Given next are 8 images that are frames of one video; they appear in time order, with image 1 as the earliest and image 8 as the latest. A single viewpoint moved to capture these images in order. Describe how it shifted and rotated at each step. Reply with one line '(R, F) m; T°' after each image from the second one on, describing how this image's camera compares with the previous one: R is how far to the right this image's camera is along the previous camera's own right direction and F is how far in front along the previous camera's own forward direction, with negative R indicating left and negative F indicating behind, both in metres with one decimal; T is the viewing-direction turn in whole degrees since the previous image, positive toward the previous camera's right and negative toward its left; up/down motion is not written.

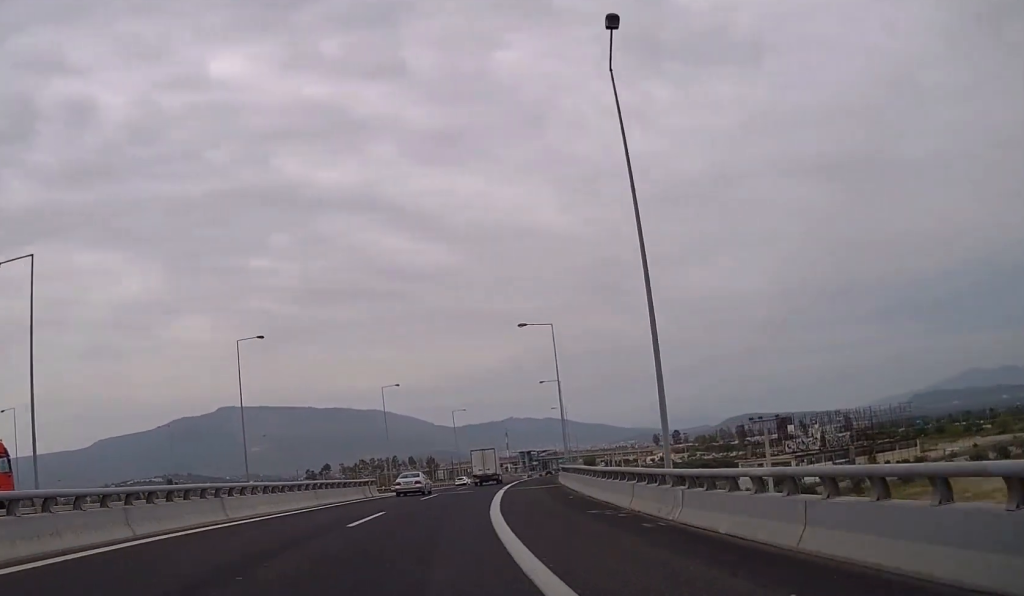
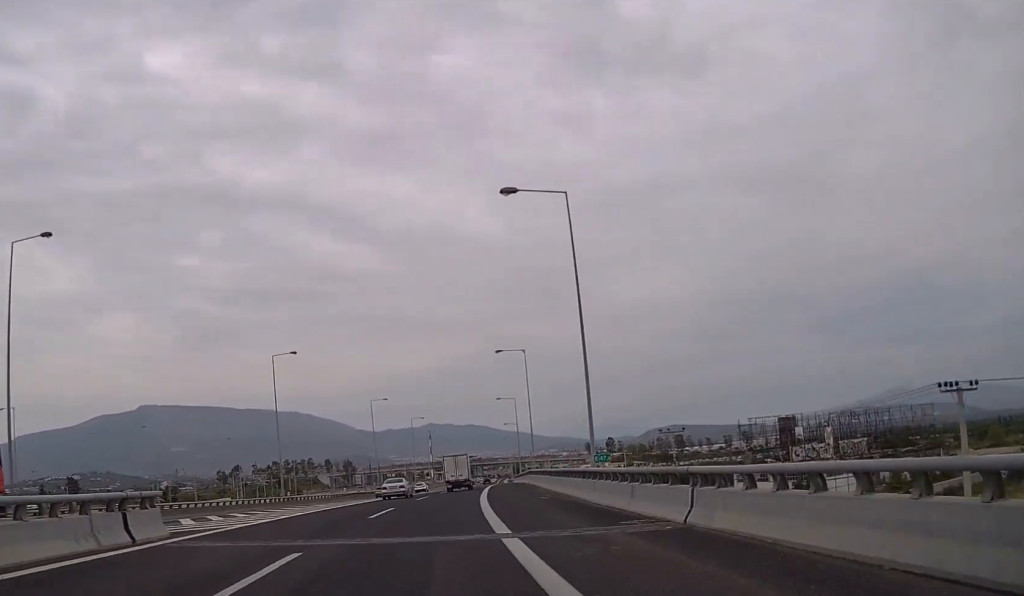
(+1.8, +30.0) m; +6°
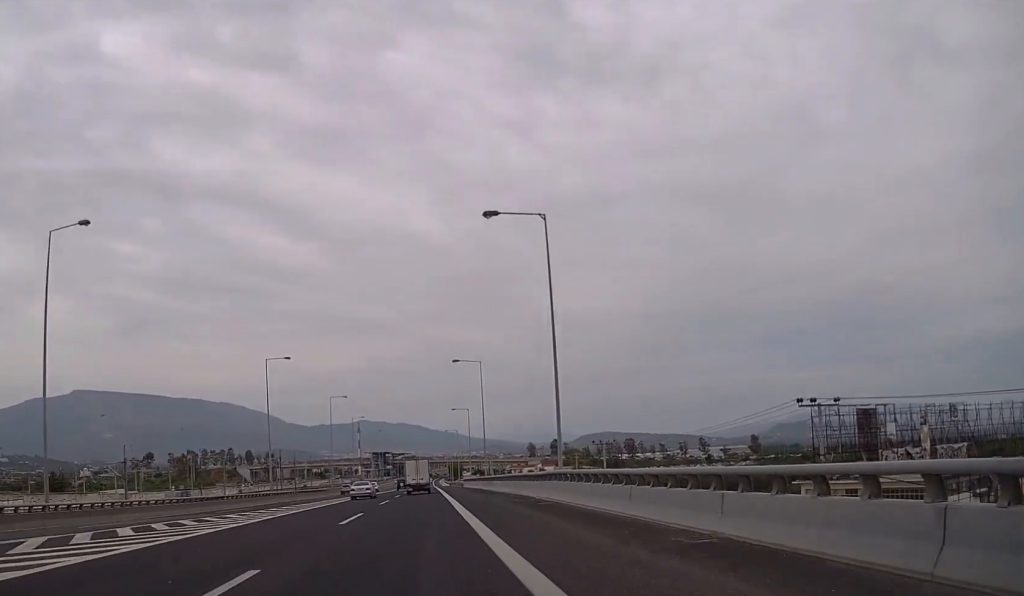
(+1.8, +37.6) m; +5°
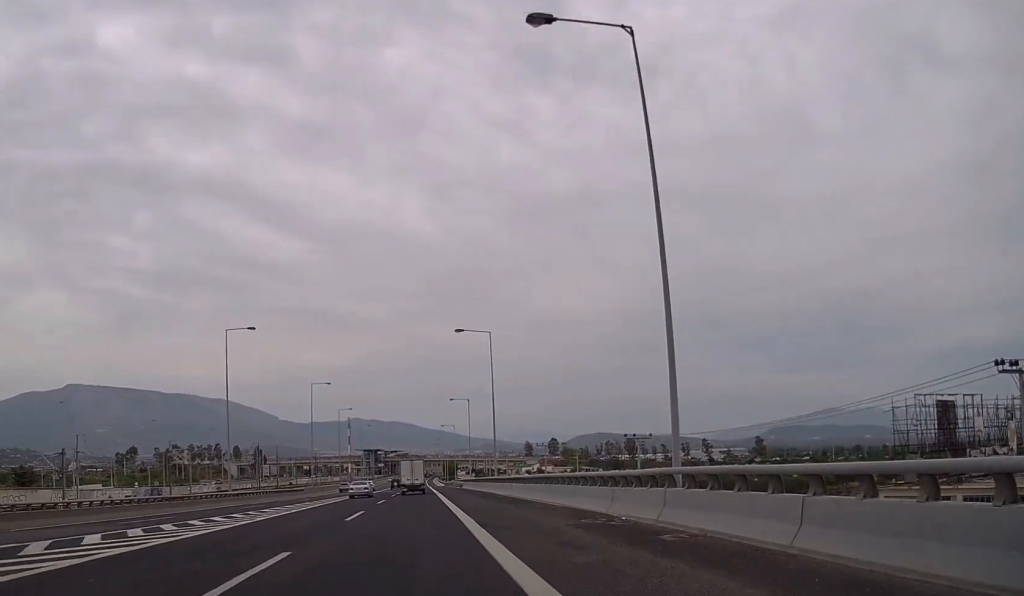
(+0.4, +15.0) m; +1°
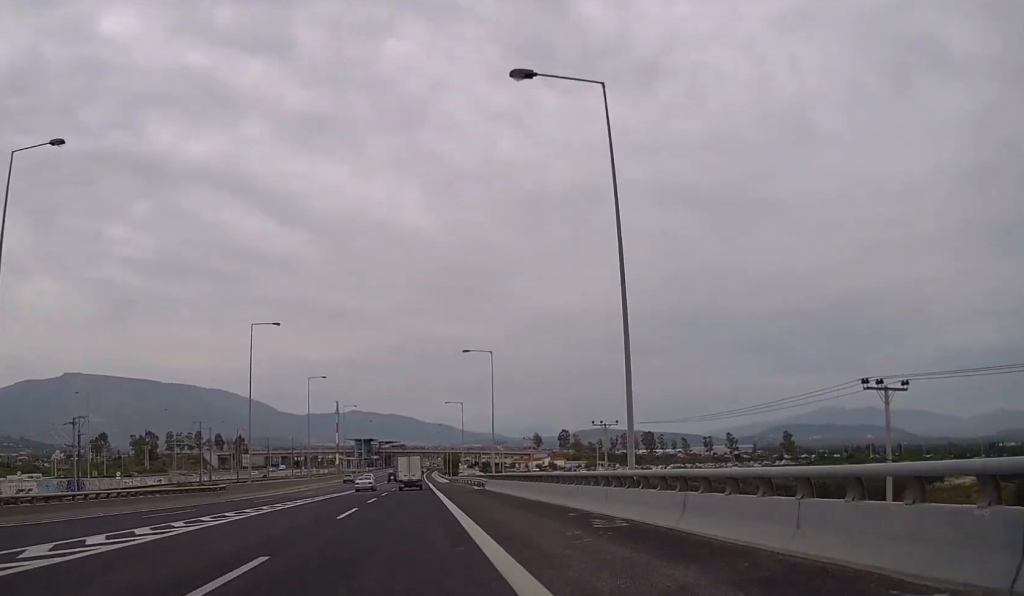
(+0.7, +37.4) m; +1°
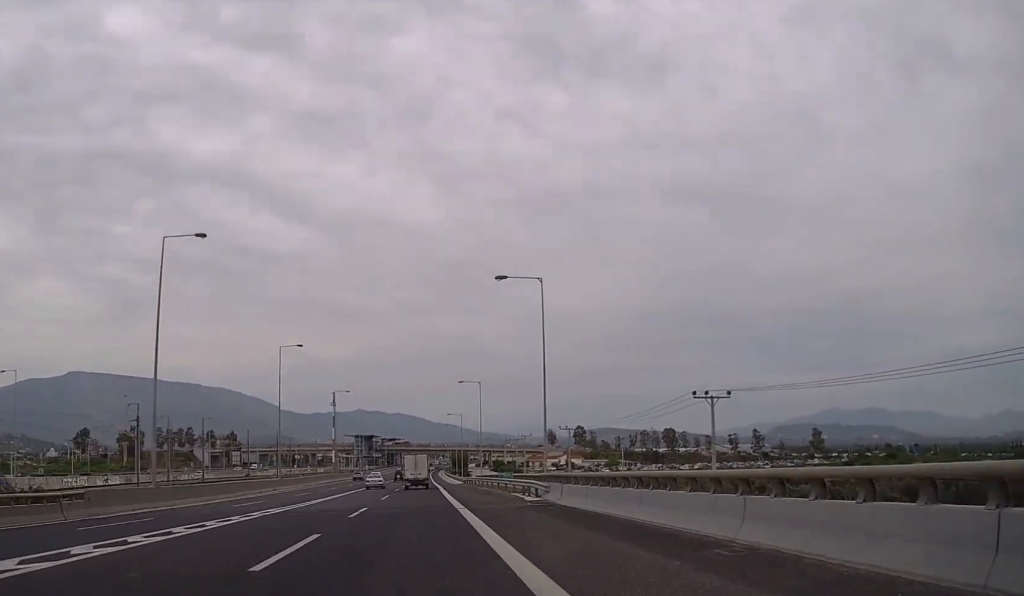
(0.0, +26.2) m; 0°
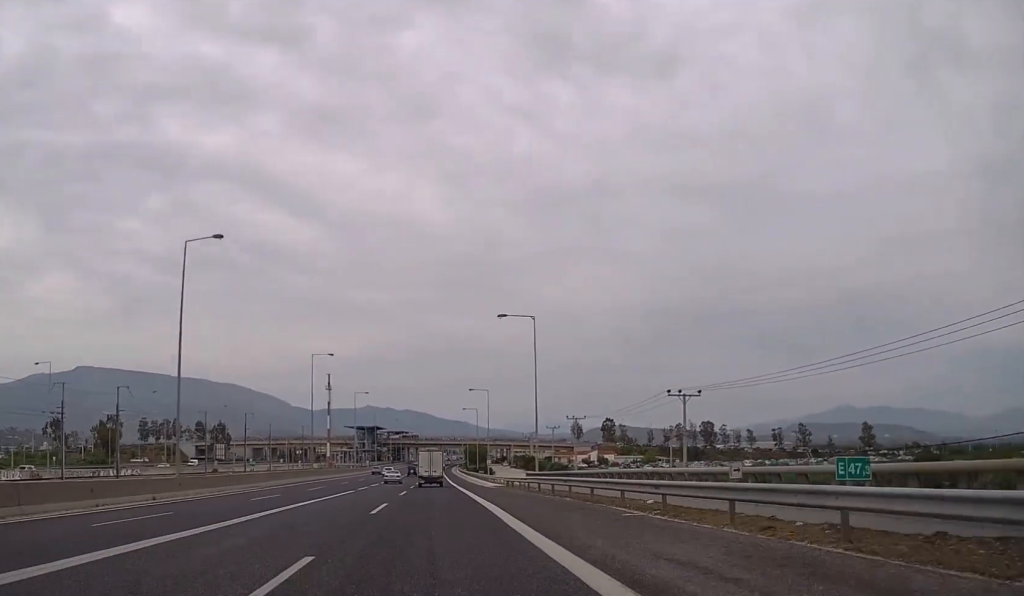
(-0.2, +38.0) m; -1°
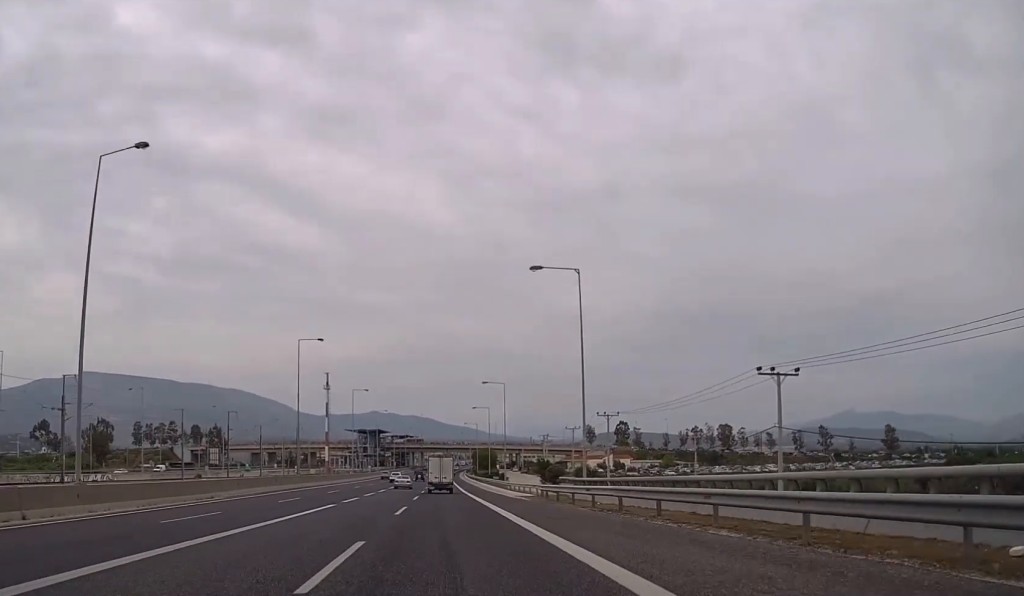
(0.0, +13.8) m; 0°
